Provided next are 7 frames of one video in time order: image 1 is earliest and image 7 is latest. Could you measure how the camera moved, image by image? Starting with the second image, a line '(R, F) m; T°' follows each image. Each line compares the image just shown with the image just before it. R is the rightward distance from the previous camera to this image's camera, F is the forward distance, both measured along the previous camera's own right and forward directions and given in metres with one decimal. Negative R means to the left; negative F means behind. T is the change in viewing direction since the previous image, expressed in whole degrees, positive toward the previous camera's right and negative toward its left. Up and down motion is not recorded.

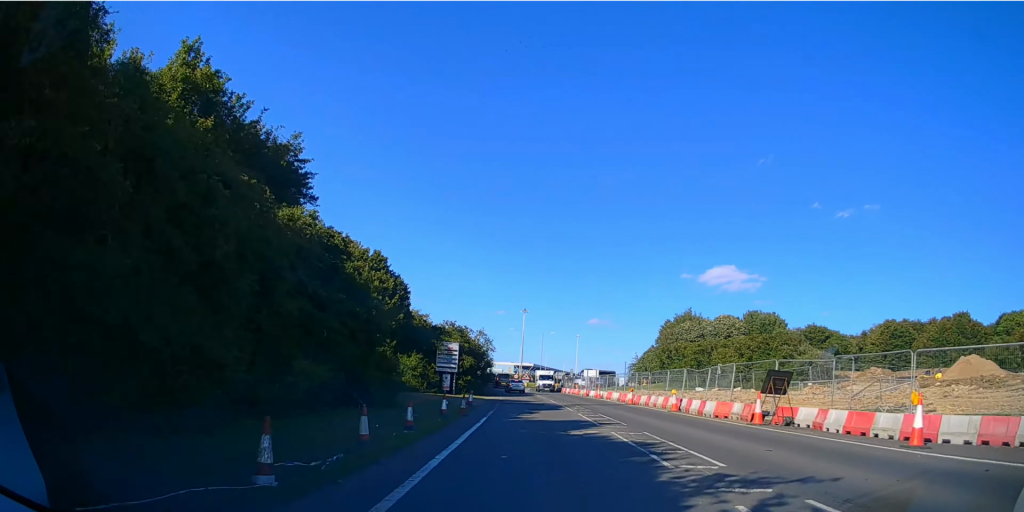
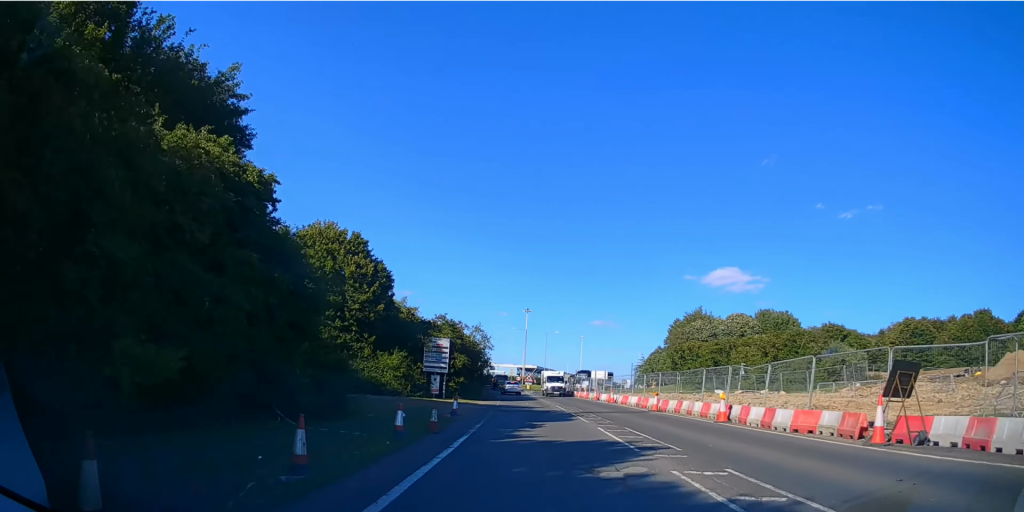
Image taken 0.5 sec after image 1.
(-0.1, +8.2) m; 0°
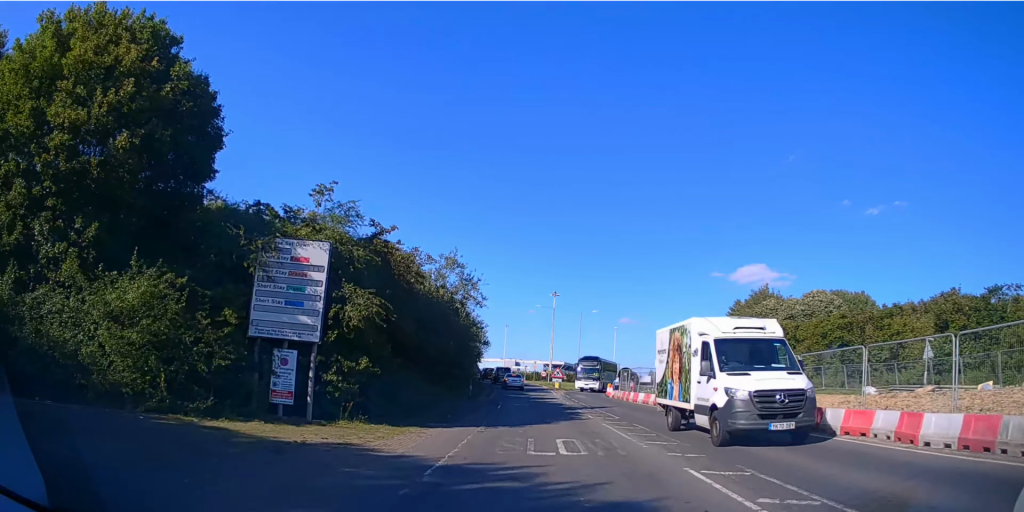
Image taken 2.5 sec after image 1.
(-0.4, +27.9) m; -2°
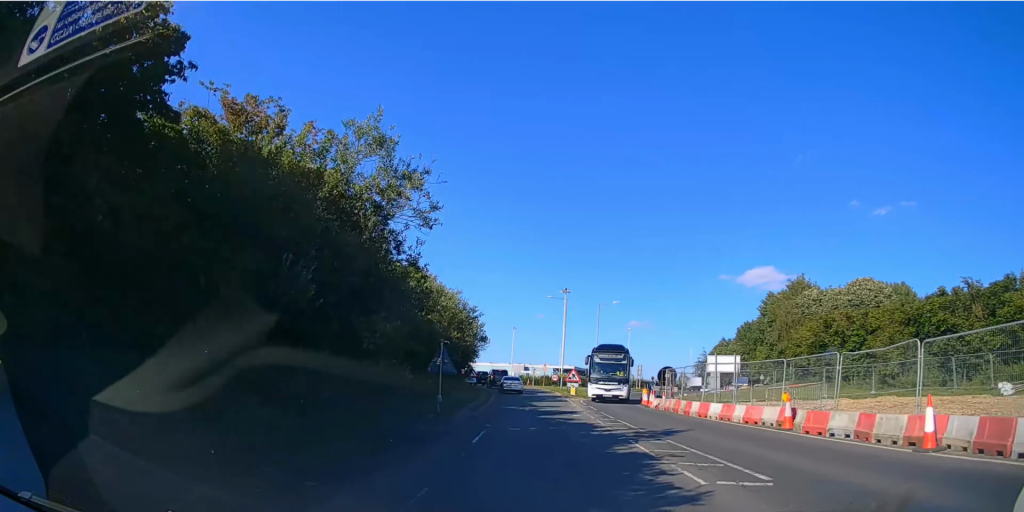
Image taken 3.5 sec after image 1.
(-0.2, +14.6) m; -1°
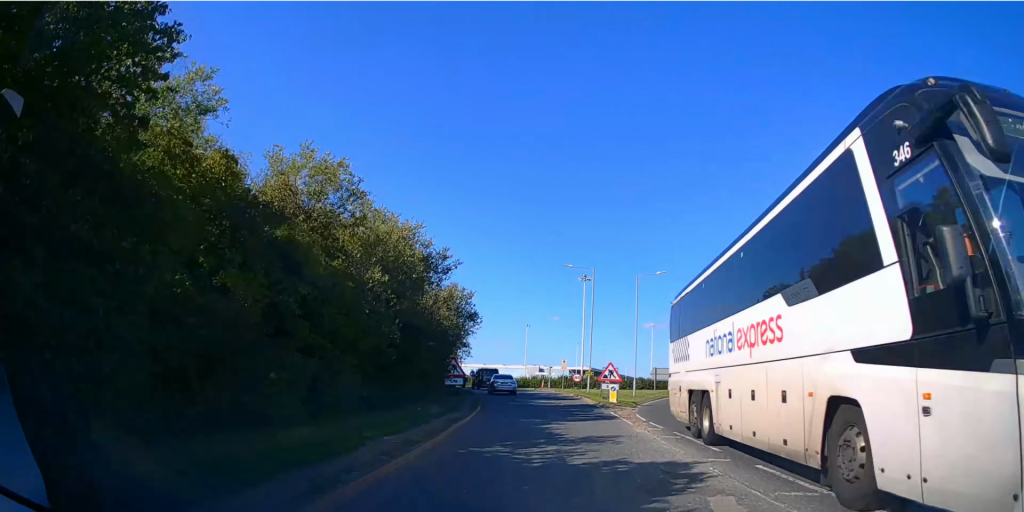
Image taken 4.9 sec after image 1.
(-0.2, +20.0) m; -1°
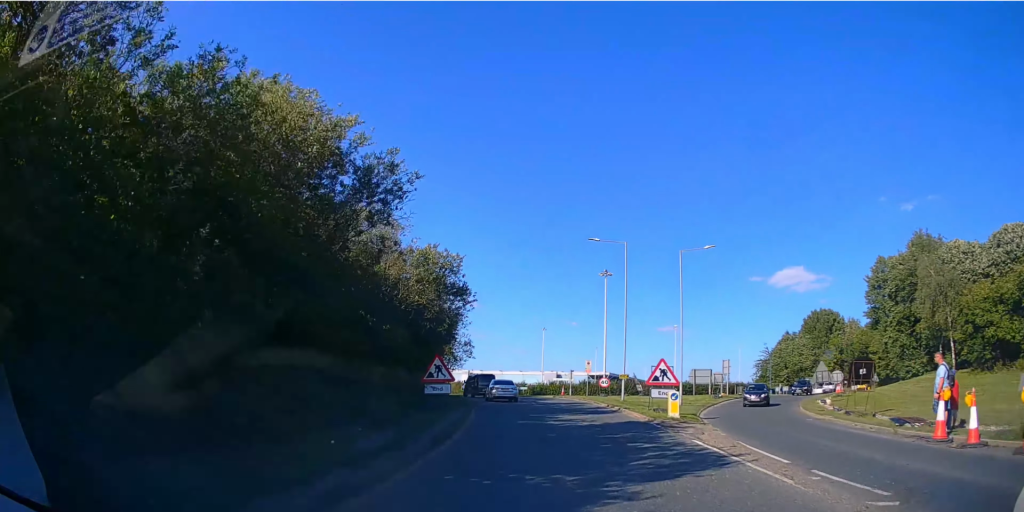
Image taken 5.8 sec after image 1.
(0.0, +11.2) m; -2°
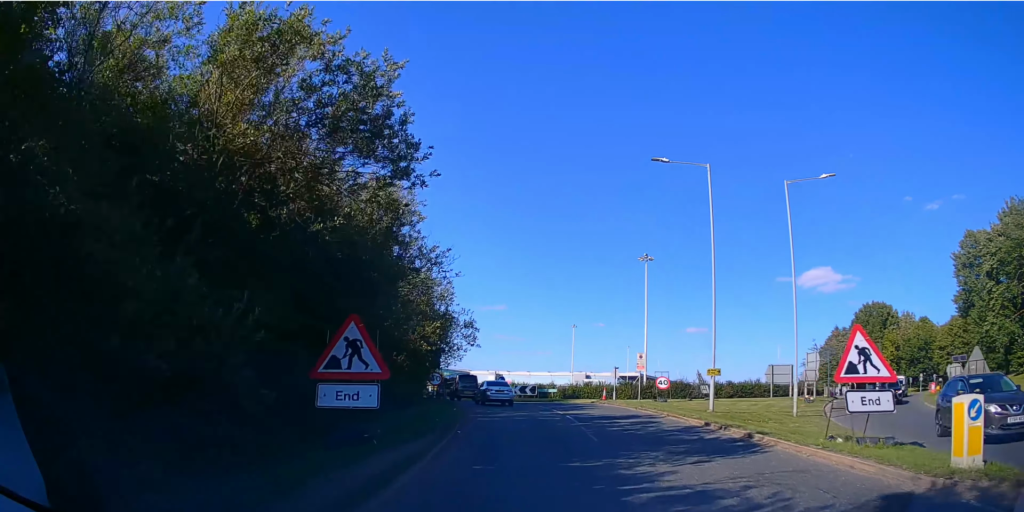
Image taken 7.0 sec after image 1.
(-0.5, +14.3) m; -3°
